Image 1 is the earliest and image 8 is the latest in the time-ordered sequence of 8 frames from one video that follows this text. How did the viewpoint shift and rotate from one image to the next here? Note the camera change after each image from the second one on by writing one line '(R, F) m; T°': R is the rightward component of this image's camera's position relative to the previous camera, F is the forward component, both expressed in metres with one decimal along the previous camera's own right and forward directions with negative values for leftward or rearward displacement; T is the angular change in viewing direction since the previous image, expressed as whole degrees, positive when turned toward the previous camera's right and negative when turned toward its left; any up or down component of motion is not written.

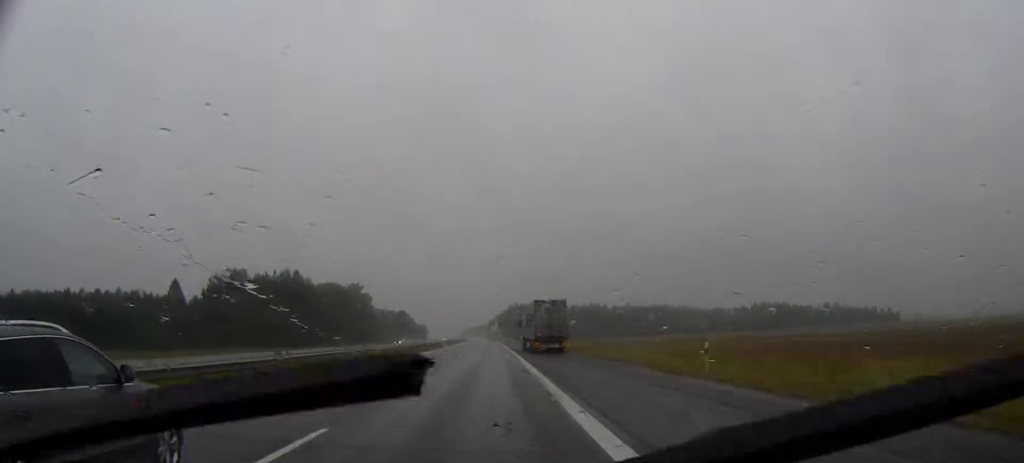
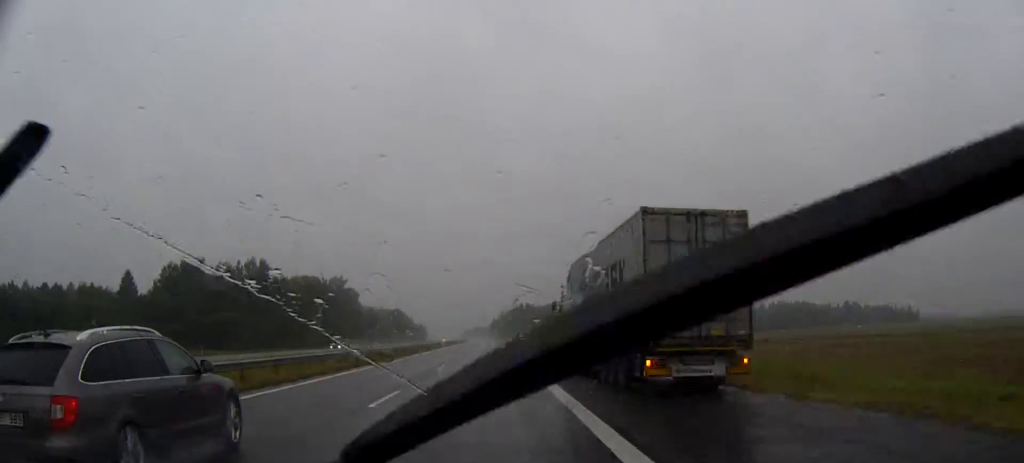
(-0.1, +40.3) m; 0°
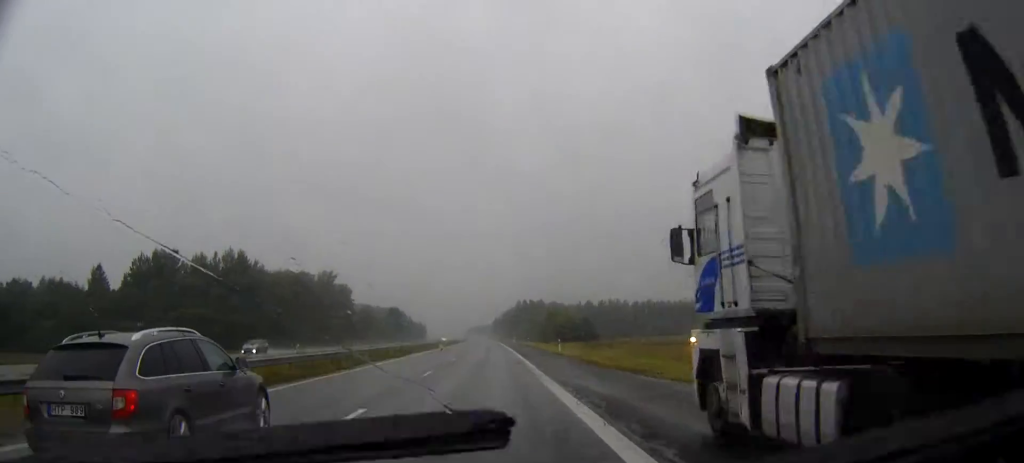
(0.0, +20.6) m; 0°
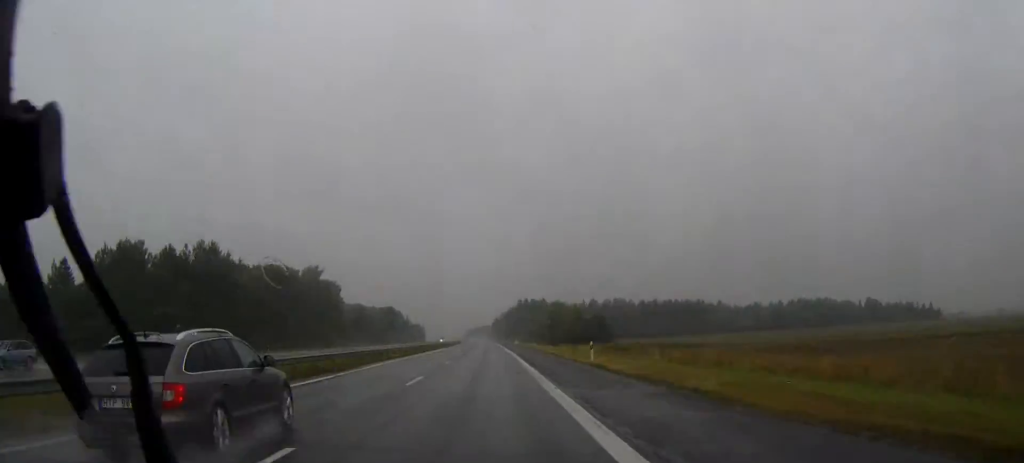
(0.0, +20.6) m; 0°
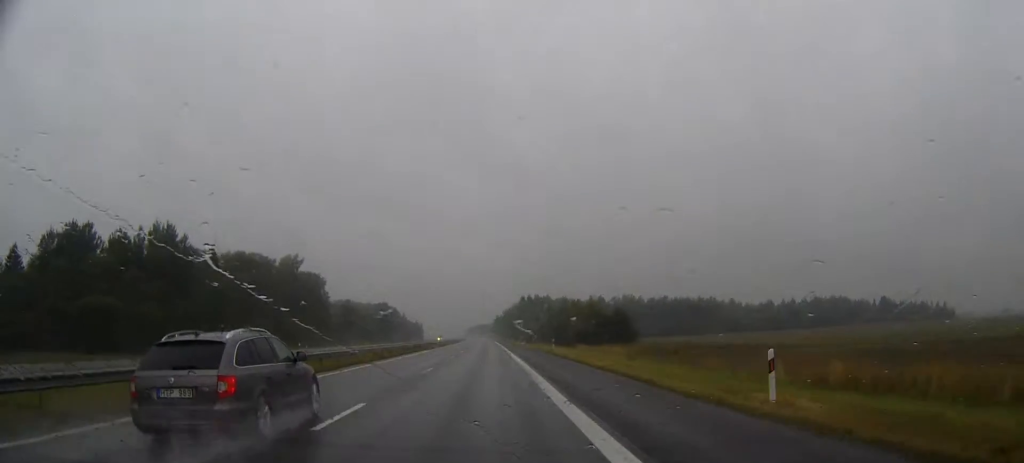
(0.0, +26.3) m; 0°
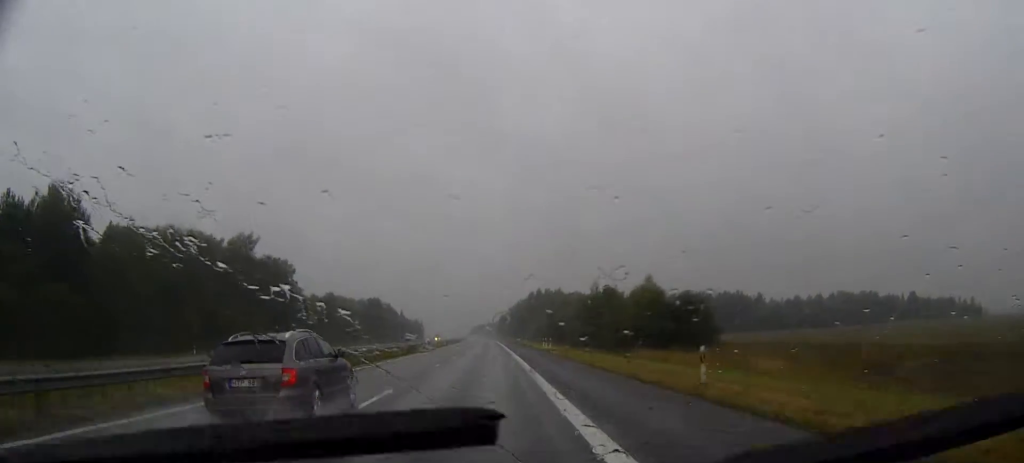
(-0.1, +44.1) m; 0°
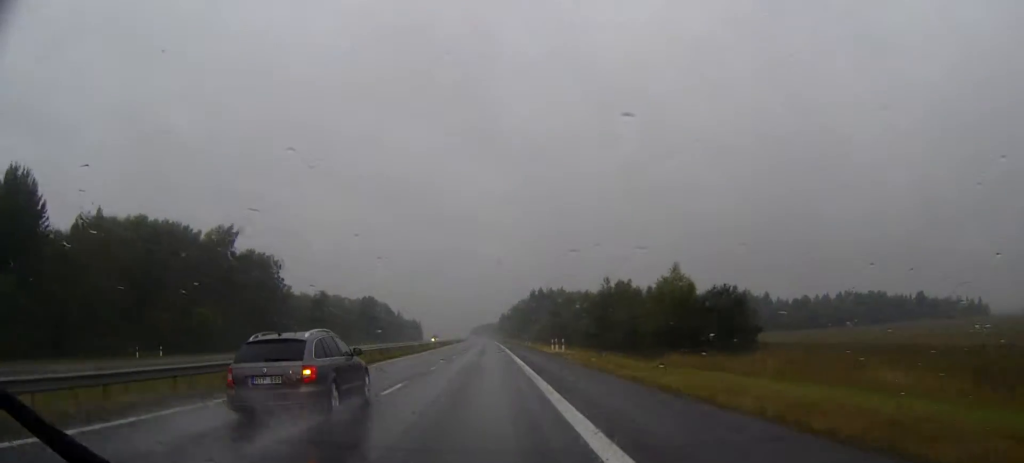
(0.0, +13.1) m; 0°
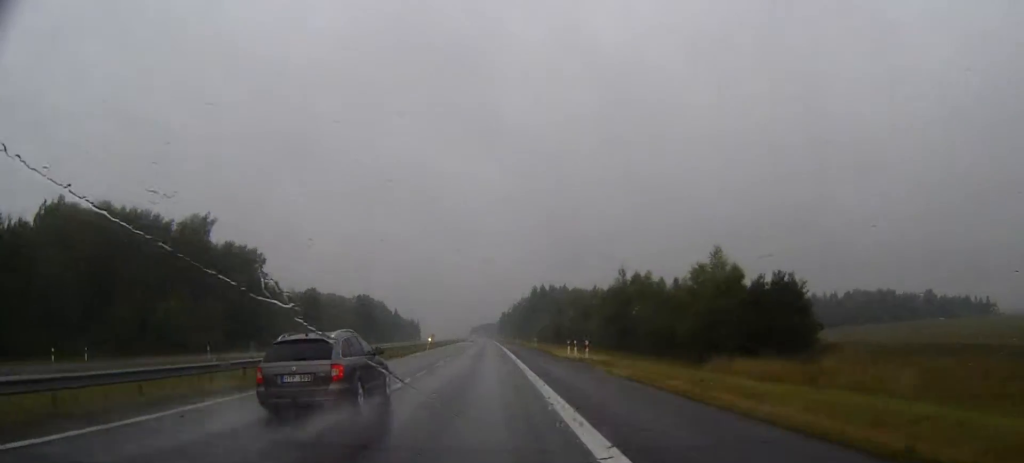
(0.0, +14.1) m; 0°
